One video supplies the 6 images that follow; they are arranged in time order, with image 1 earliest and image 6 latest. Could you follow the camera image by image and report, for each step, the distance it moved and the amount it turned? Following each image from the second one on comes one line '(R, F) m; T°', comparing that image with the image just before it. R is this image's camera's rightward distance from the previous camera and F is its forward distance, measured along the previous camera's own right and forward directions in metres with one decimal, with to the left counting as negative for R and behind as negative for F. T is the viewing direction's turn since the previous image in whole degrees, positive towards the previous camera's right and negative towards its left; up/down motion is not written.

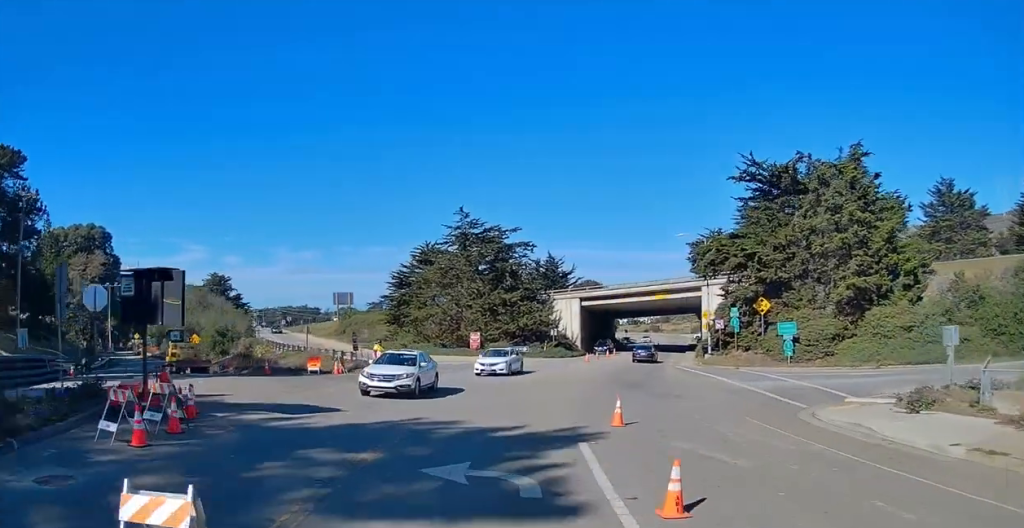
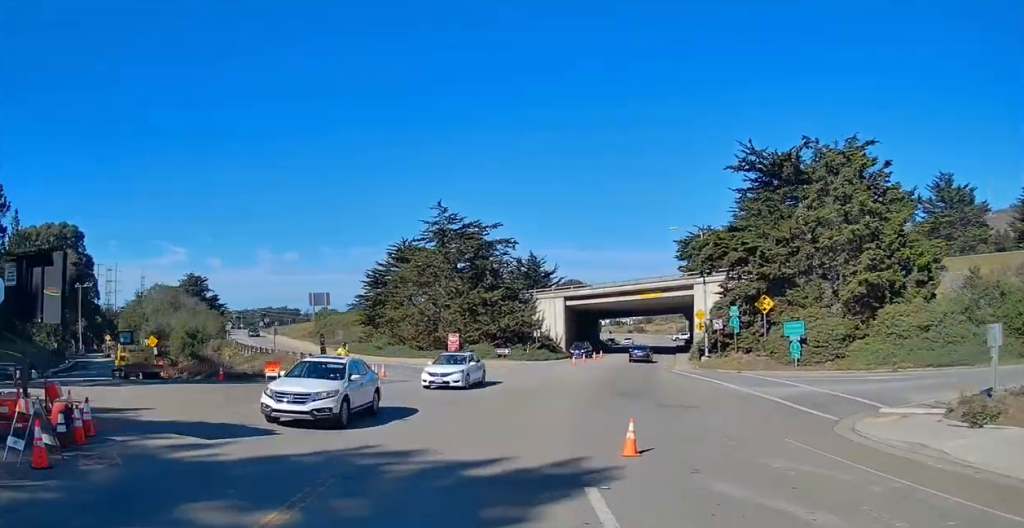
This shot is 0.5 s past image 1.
(+0.1, +4.6) m; +2°
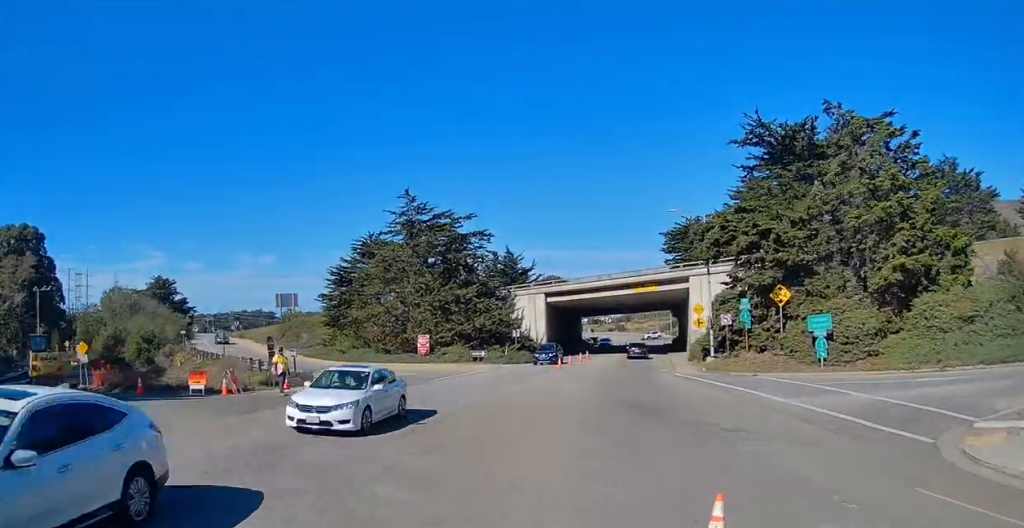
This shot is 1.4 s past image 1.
(0.0, +7.1) m; +3°
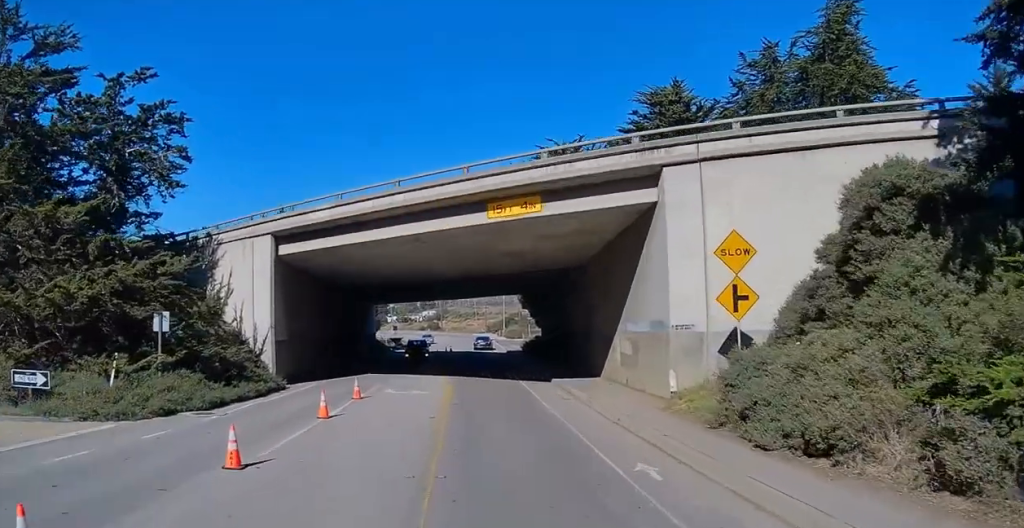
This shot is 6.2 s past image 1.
(+4.4, +40.7) m; +11°
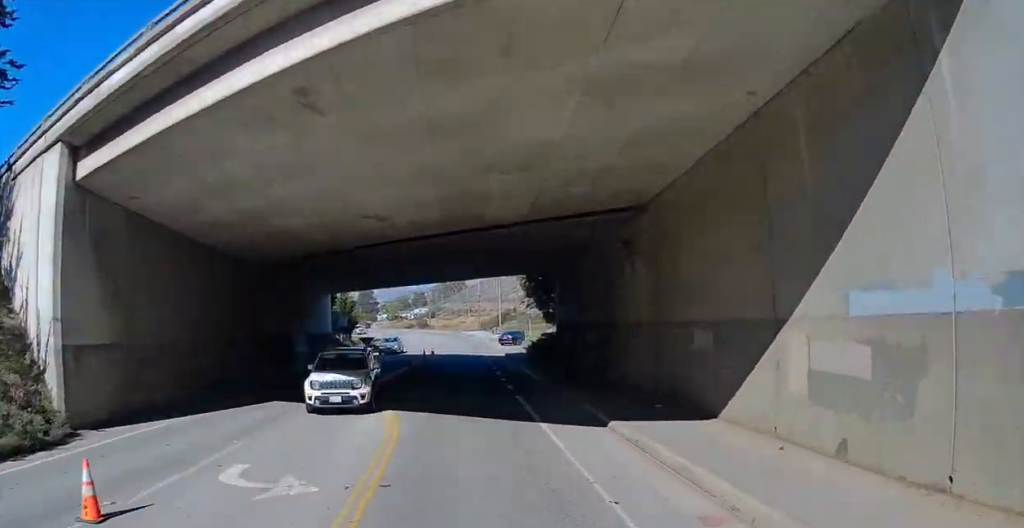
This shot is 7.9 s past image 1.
(+1.2, +14.9) m; +5°
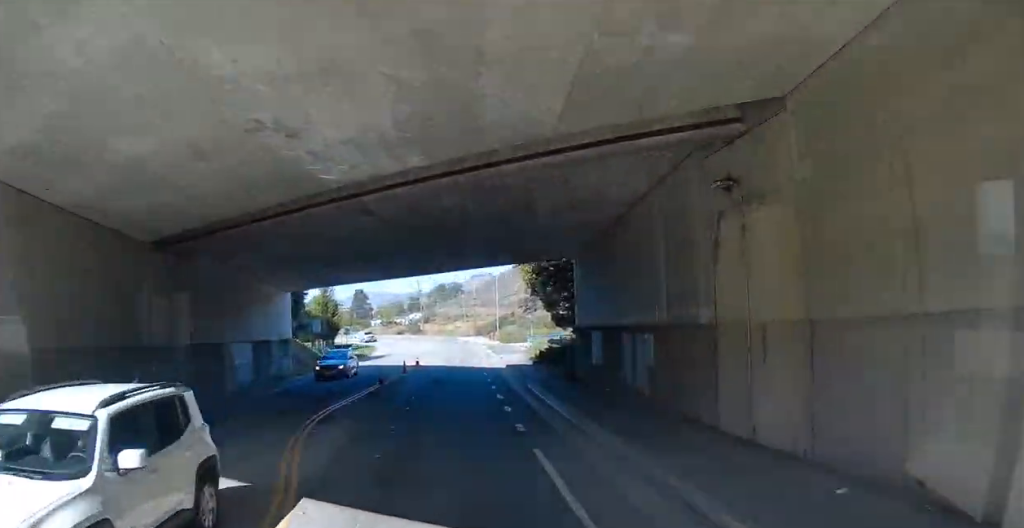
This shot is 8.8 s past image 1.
(0.0, +8.2) m; 0°
